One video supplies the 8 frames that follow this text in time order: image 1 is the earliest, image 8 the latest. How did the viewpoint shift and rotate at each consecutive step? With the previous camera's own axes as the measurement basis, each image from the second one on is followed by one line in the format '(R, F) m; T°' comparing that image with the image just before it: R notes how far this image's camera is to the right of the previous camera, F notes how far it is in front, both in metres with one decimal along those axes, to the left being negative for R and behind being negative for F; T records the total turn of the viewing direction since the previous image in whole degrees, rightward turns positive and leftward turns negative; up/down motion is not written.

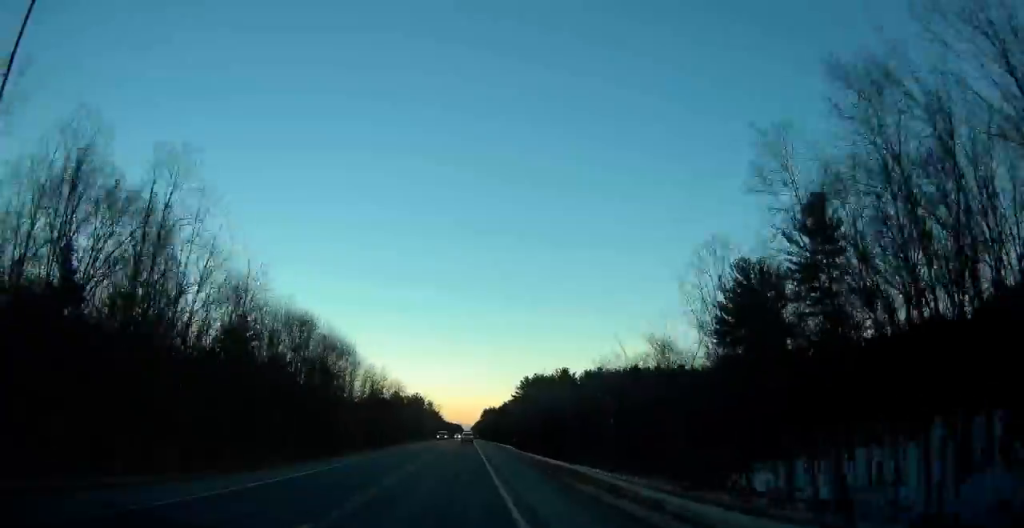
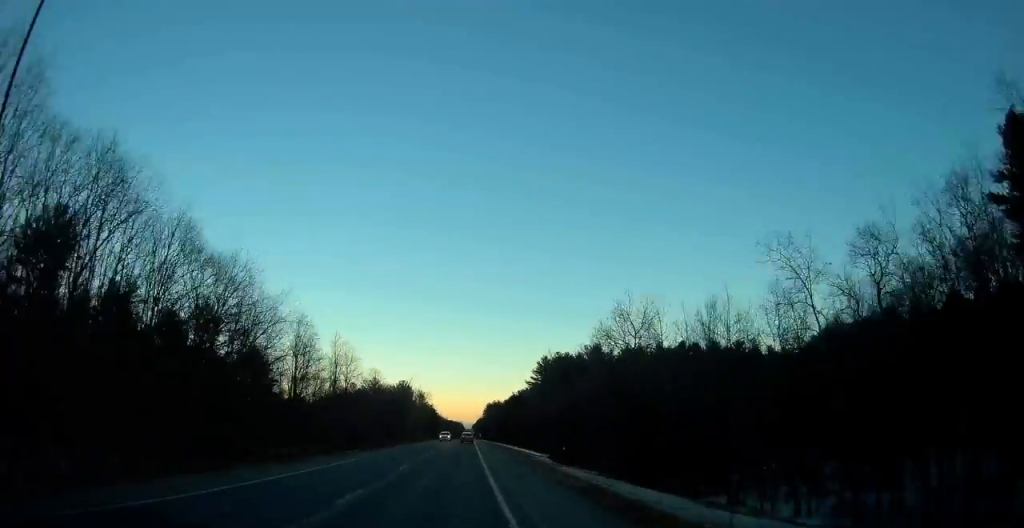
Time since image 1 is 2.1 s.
(-0.1, +53.1) m; 0°
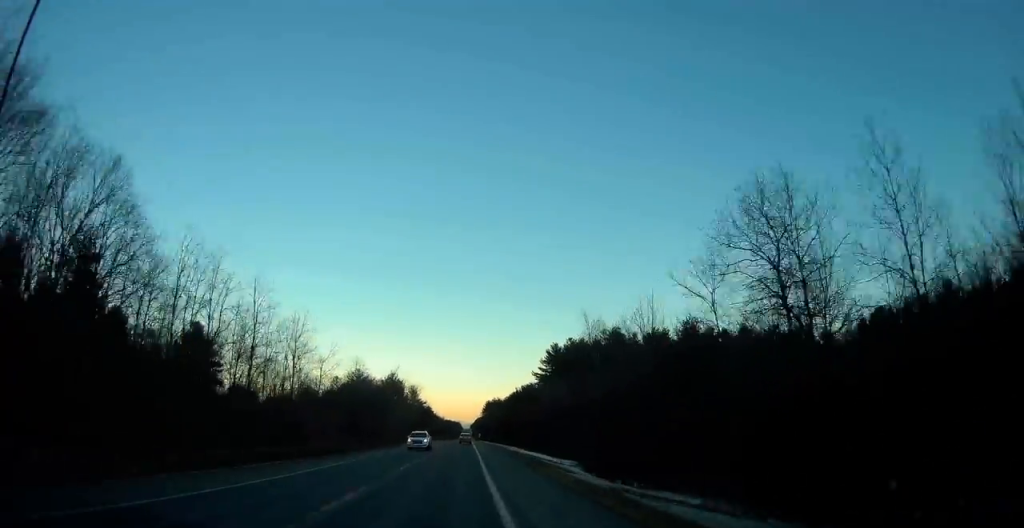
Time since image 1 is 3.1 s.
(+0.1, +23.4) m; 0°
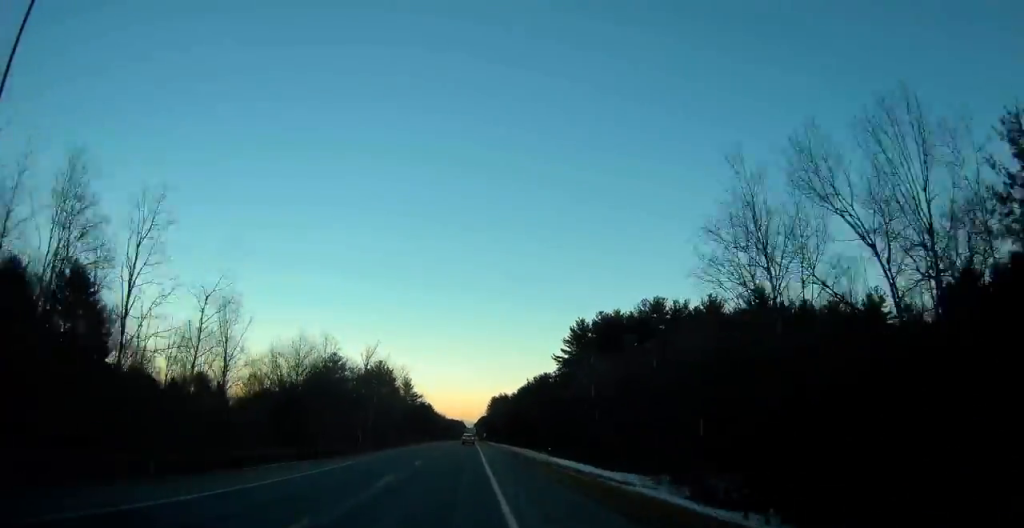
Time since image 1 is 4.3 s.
(-0.1, +30.2) m; 0°
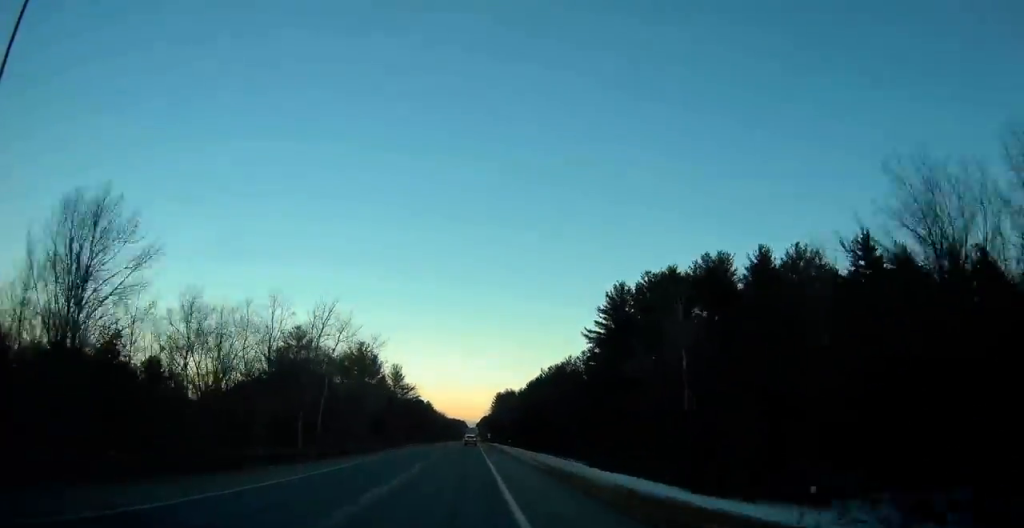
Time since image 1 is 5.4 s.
(-0.3, +28.6) m; 0°
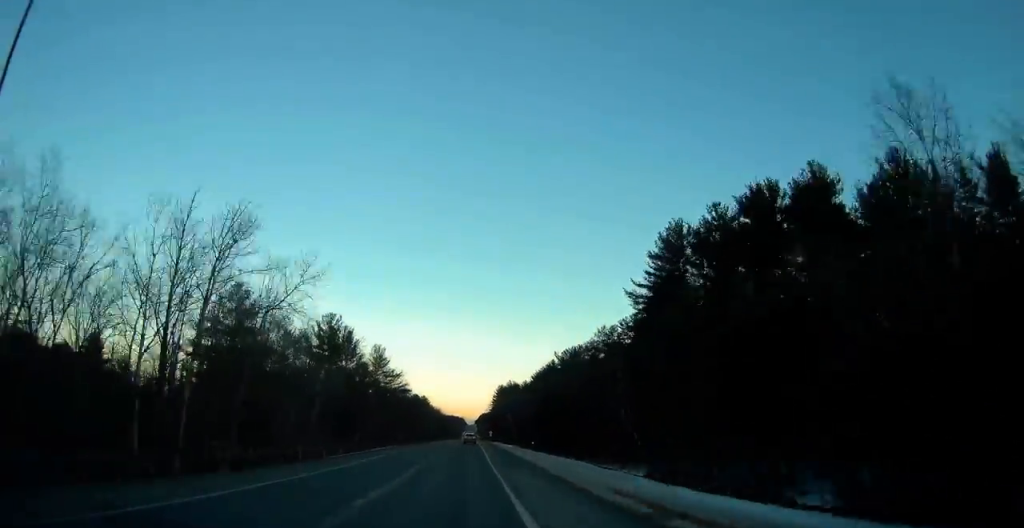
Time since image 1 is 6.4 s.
(+0.2, +25.4) m; 0°
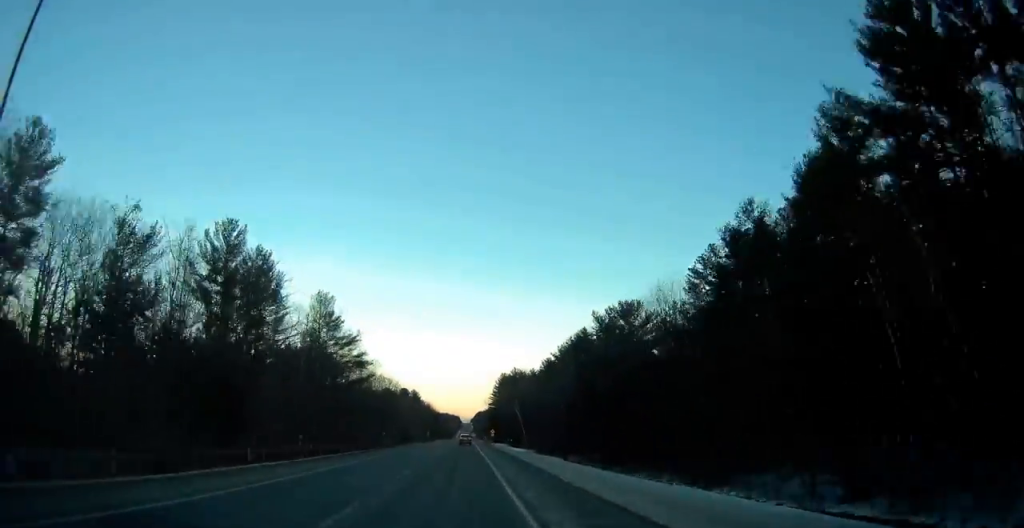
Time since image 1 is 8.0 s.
(+0.3, +40.8) m; 0°
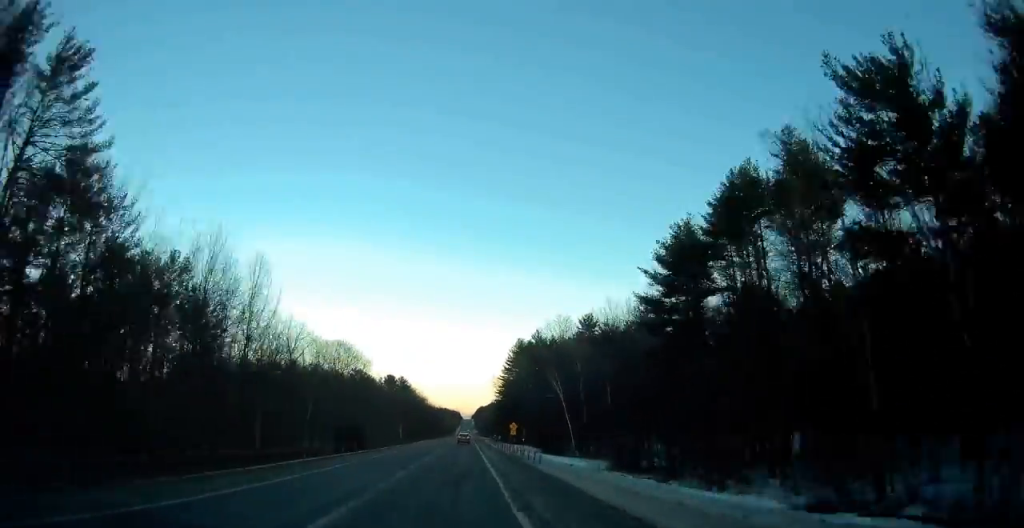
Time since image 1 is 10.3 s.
(-0.1, +59.6) m; 0°
